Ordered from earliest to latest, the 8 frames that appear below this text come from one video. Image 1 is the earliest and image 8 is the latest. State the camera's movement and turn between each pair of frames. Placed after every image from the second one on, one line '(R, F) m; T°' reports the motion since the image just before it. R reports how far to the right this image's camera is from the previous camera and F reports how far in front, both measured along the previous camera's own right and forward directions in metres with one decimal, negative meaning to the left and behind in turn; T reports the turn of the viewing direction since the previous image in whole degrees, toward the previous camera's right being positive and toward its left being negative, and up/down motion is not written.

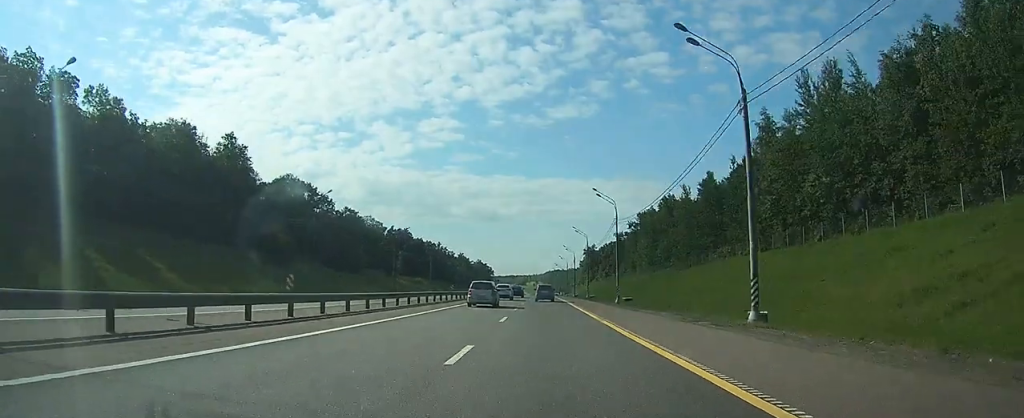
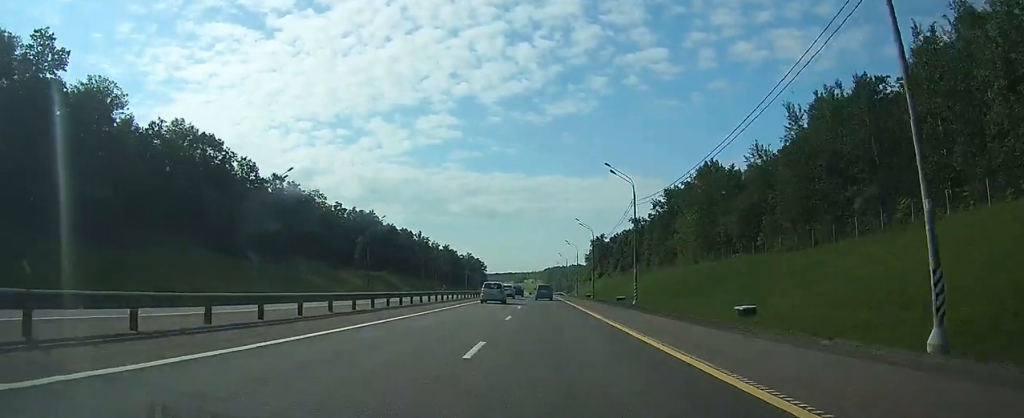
(0.0, +47.0) m; 0°
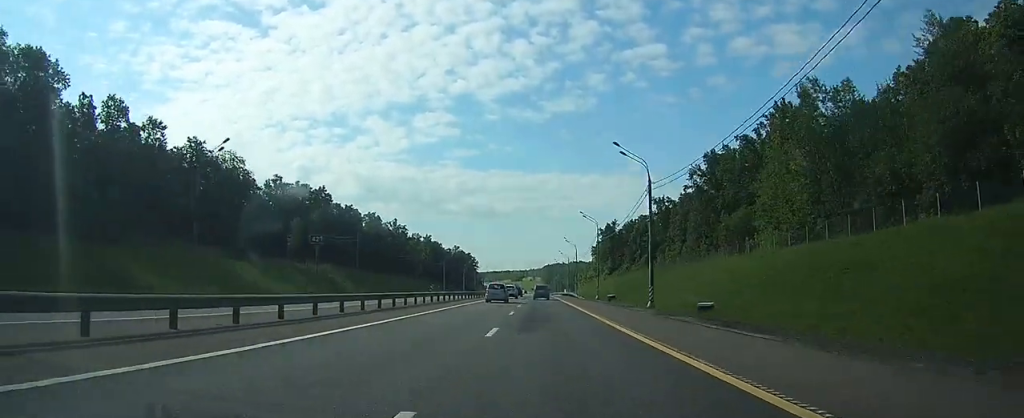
(0.0, +43.2) m; 0°
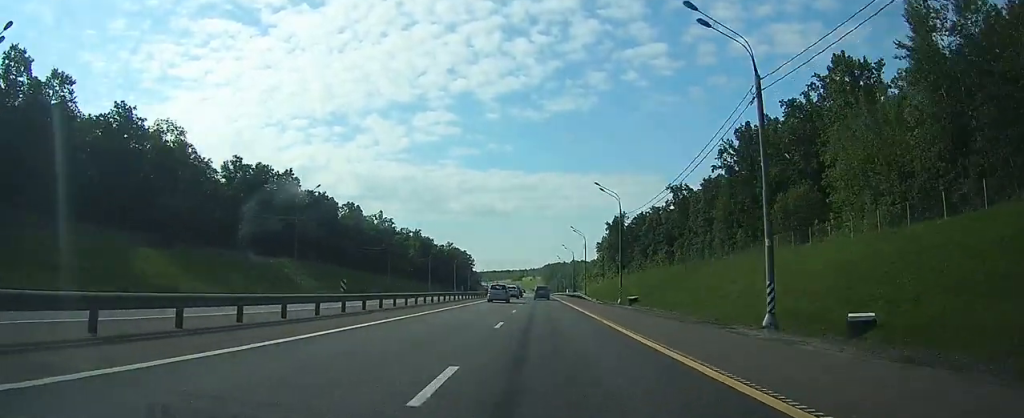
(-0.1, +20.7) m; 0°
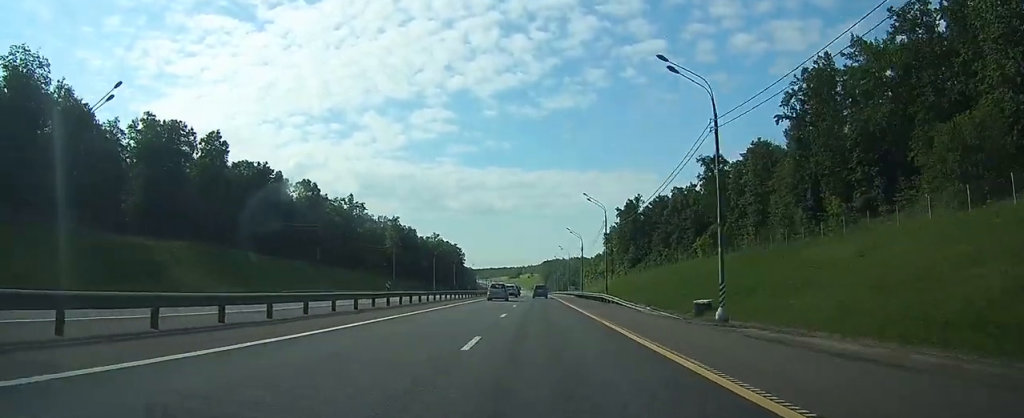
(0.0, +30.6) m; 0°
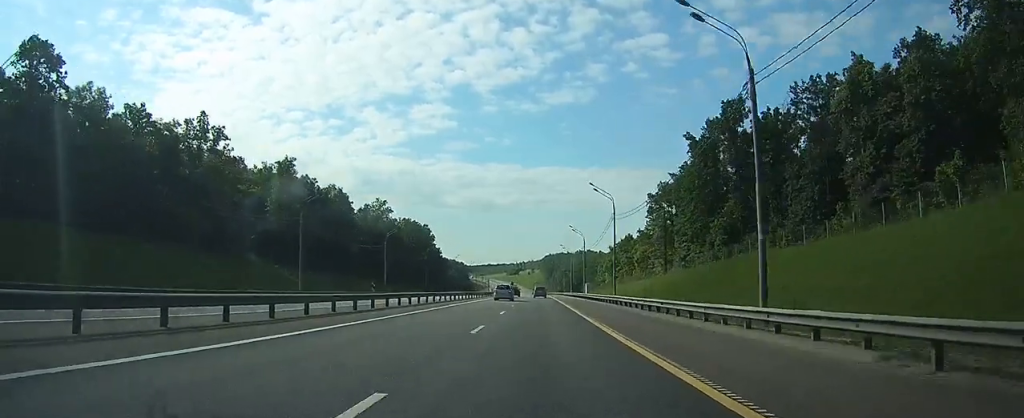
(+0.4, +79.6) m; 0°
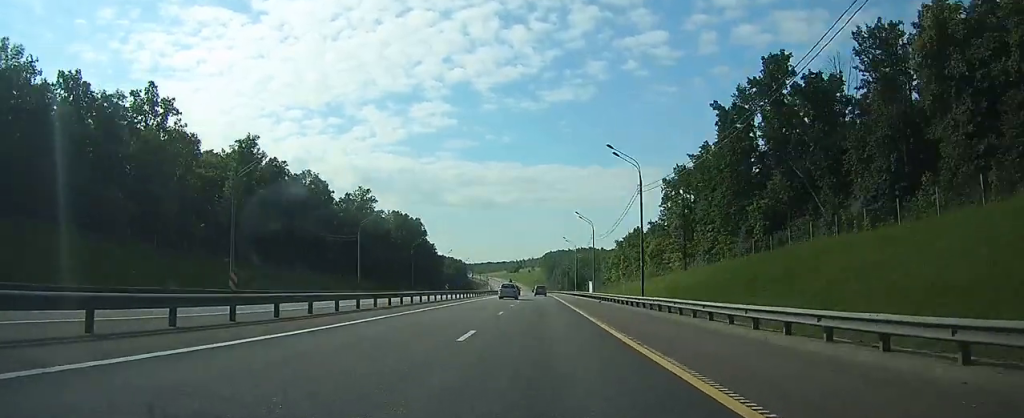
(0.0, +14.6) m; 0°
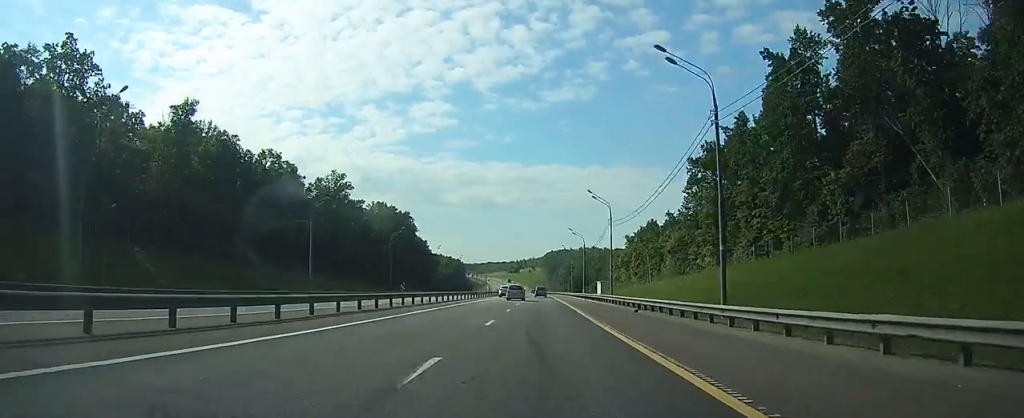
(0.0, +17.9) m; 0°
